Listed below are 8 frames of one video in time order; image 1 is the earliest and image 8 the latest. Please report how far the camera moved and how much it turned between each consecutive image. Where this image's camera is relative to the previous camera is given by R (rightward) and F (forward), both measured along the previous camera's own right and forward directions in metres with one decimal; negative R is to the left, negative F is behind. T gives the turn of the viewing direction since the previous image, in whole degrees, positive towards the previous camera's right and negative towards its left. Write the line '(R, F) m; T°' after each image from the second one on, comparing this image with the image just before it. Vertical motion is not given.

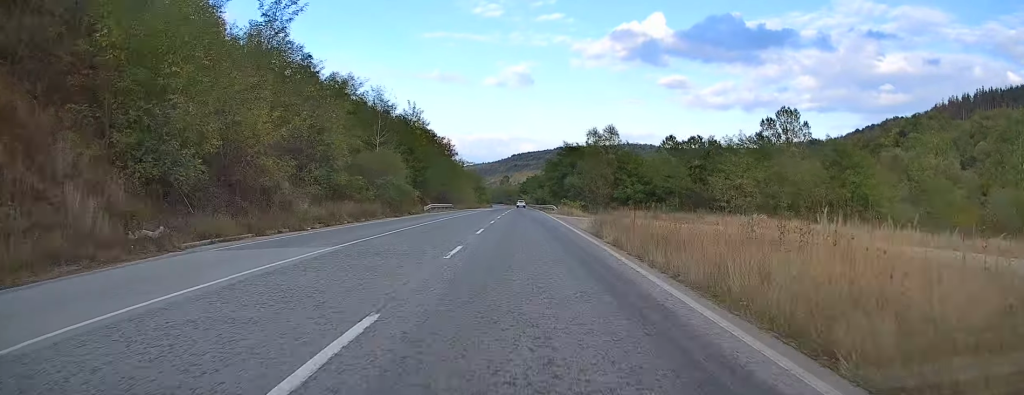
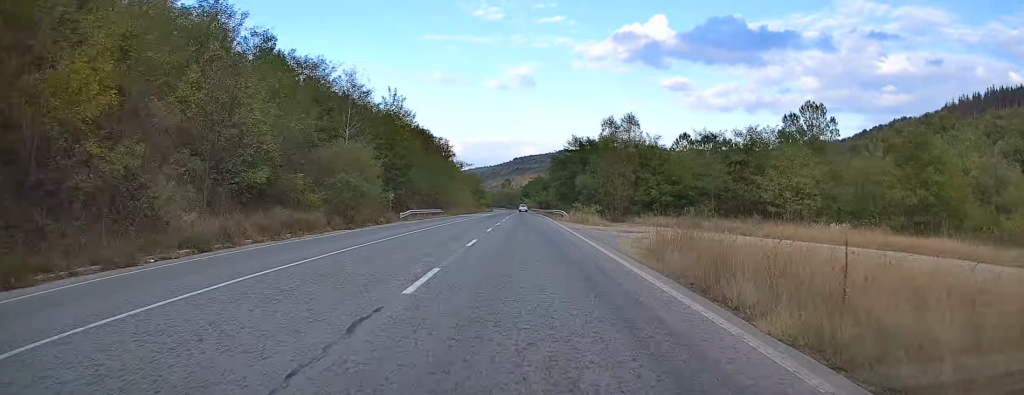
(0.0, +13.3) m; 0°
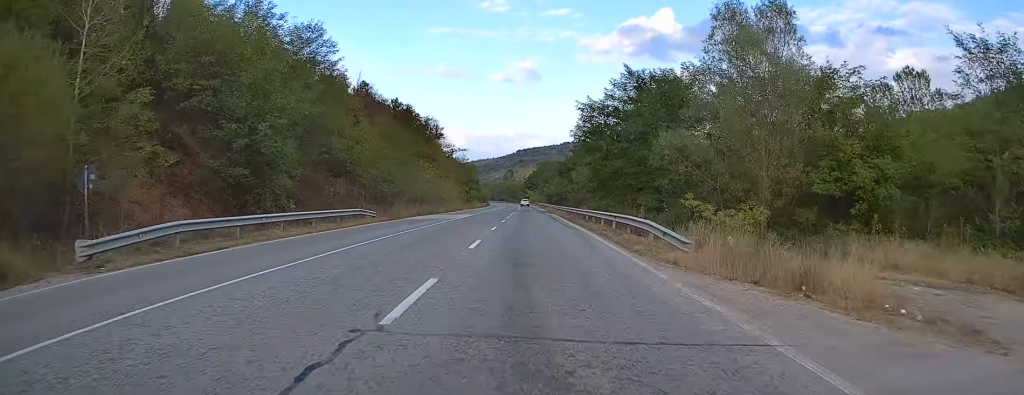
(0.0, +37.9) m; 0°
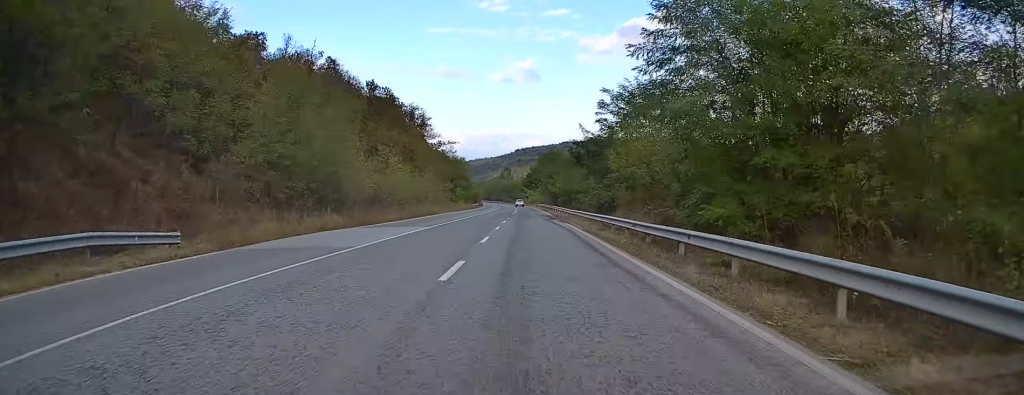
(0.0, +23.7) m; 0°
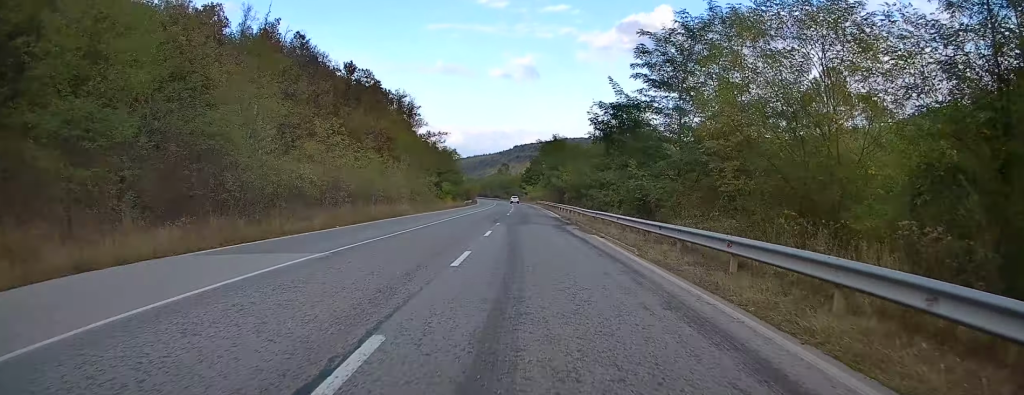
(+0.1, +15.8) m; 0°
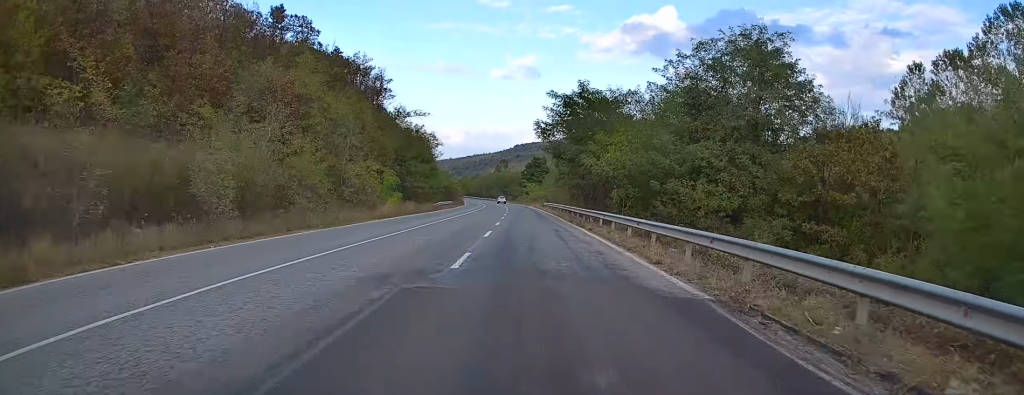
(-0.1, +36.4) m; 0°
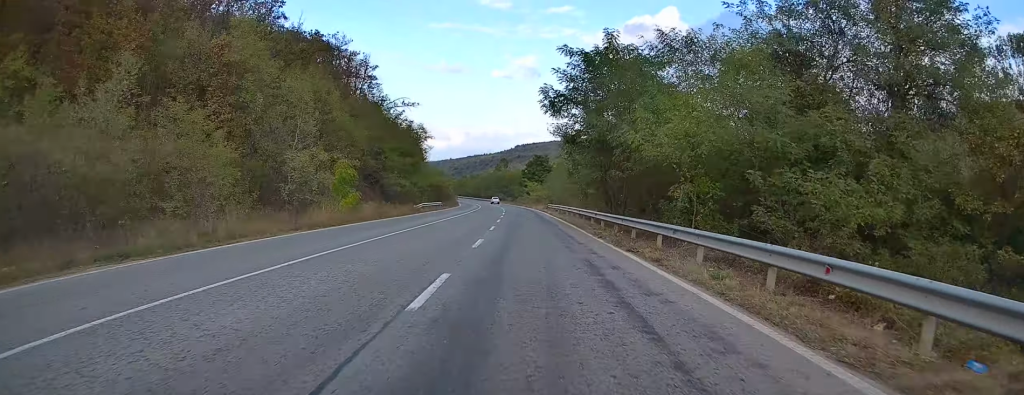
(-0.1, +13.4) m; 0°
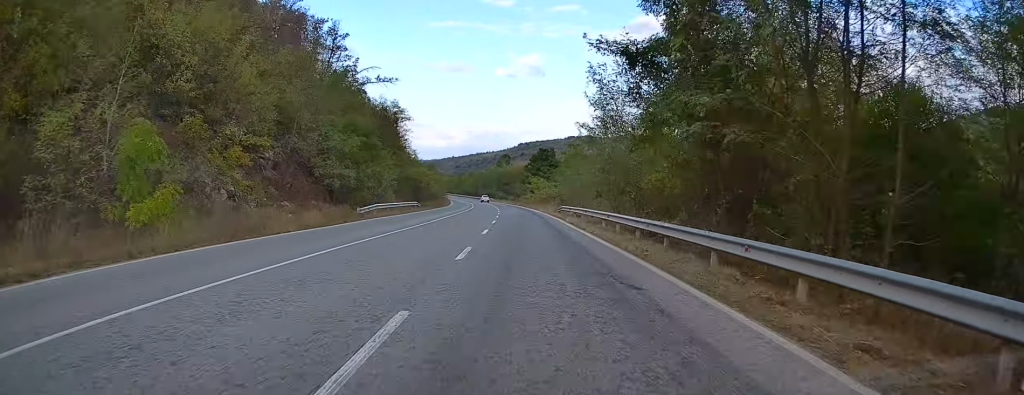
(+0.2, +21.3) m; 0°
